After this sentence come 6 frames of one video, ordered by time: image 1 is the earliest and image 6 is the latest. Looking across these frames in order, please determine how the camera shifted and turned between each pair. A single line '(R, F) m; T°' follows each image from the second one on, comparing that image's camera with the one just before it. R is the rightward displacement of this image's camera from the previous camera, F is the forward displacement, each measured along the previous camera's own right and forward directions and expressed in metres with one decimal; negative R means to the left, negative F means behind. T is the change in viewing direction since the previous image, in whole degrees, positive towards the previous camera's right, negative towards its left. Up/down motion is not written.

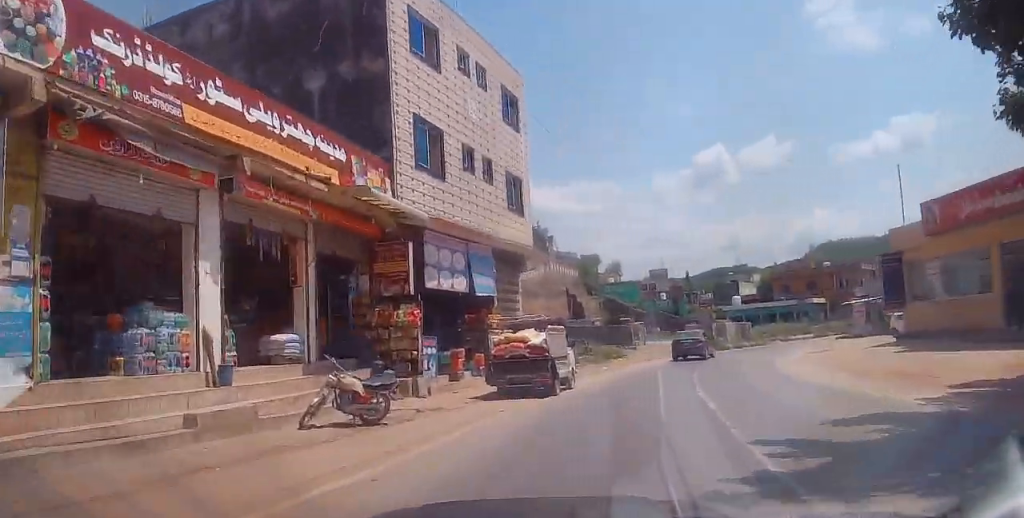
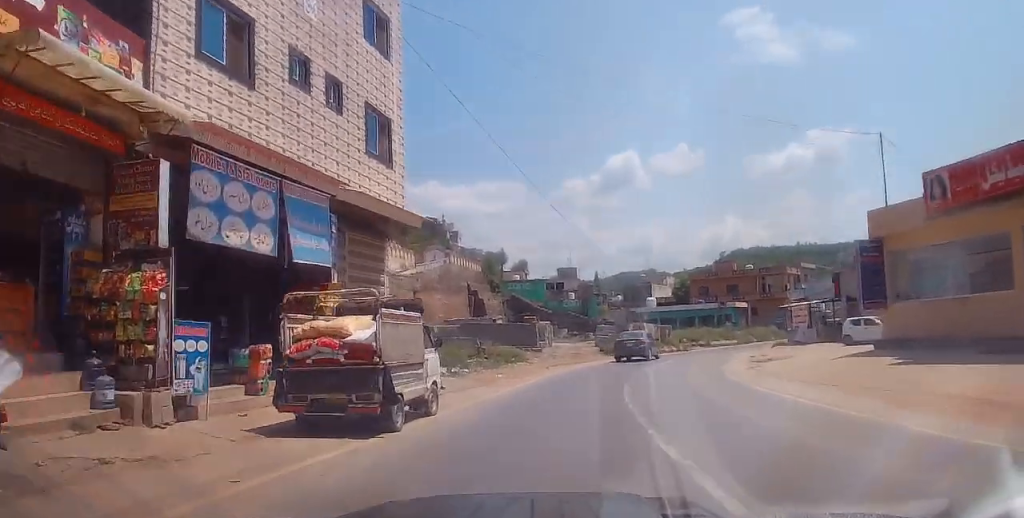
(+0.4, +6.5) m; +6°
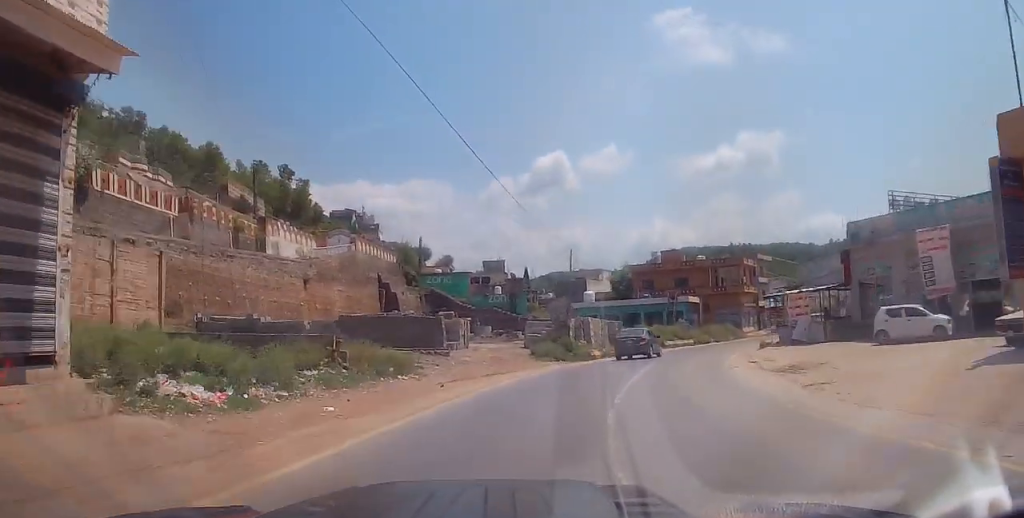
(+1.0, +11.0) m; +8°
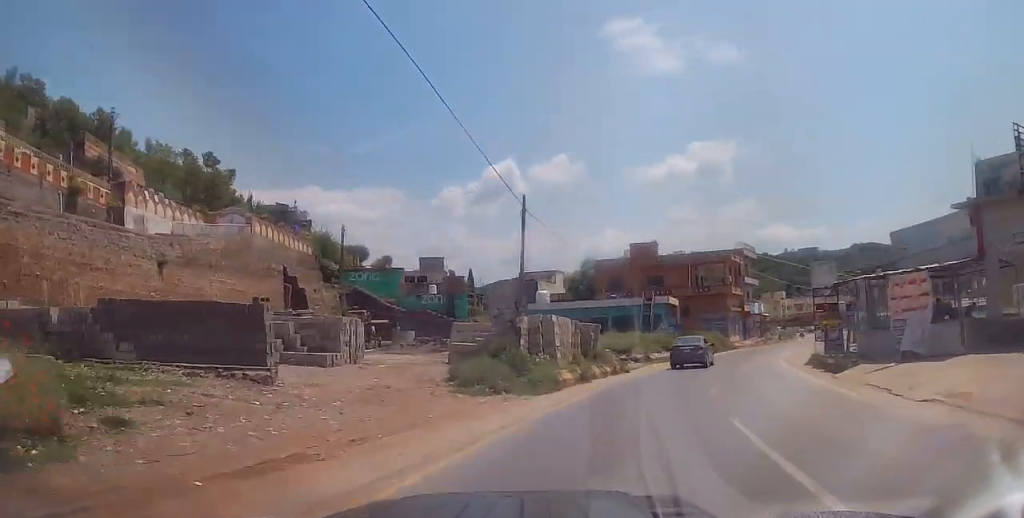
(+0.8, +14.2) m; +7°
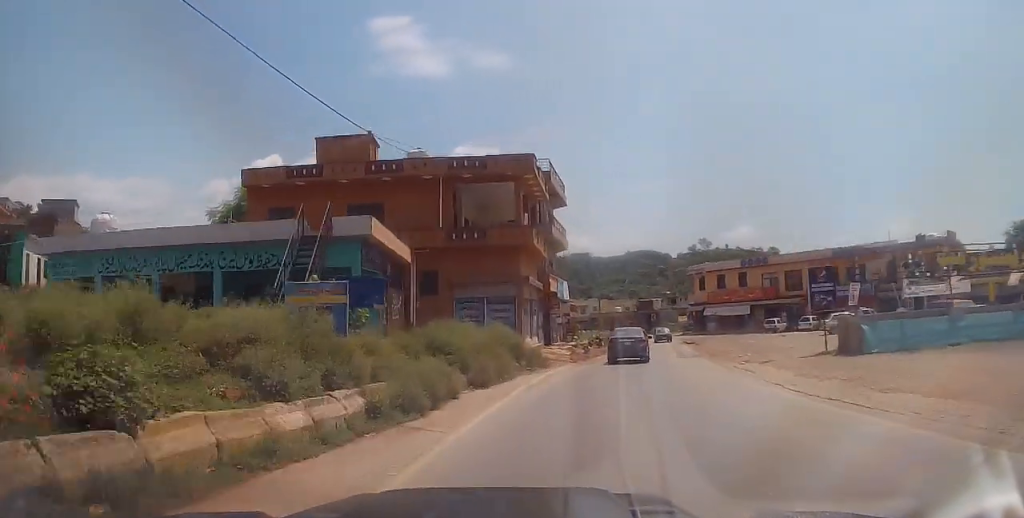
(+6.7, +35.1) m; +20°
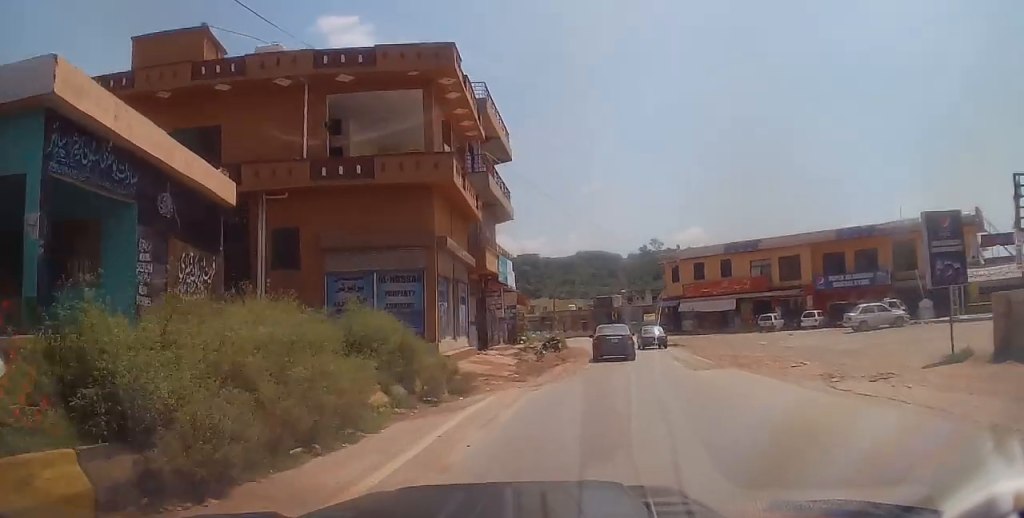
(+0.7, +11.9) m; +6°
